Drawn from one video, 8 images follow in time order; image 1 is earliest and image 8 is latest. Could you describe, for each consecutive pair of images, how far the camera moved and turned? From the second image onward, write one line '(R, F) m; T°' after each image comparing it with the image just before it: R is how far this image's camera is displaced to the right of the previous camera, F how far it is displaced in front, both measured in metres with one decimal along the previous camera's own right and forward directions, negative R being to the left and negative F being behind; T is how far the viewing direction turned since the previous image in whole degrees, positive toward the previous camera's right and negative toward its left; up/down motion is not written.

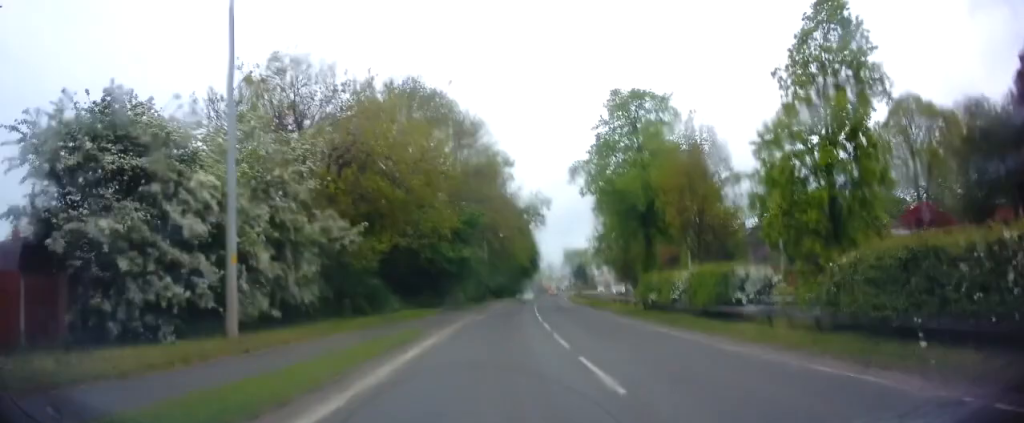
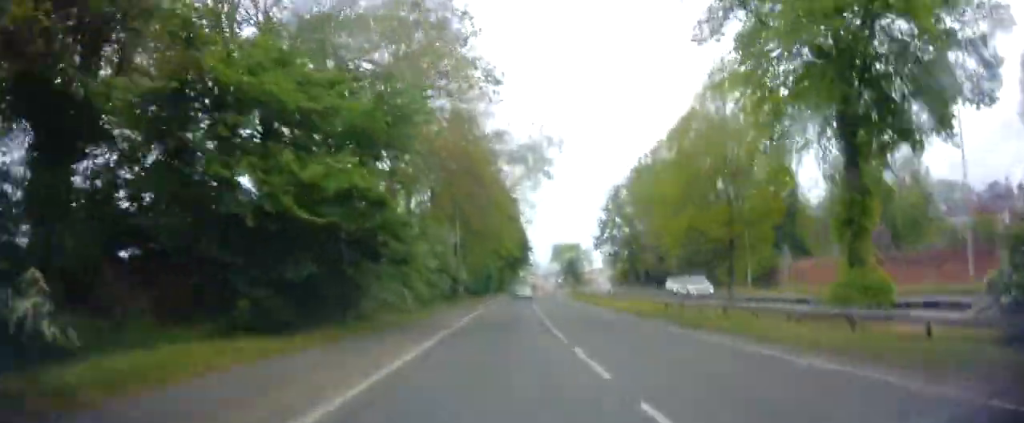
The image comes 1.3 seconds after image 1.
(+0.2, +22.9) m; +1°
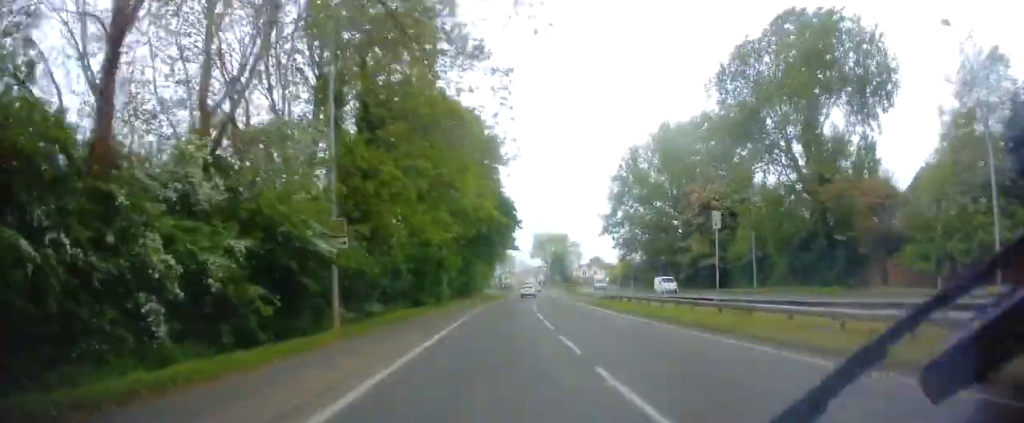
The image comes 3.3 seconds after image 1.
(+0.6, +33.0) m; +2°
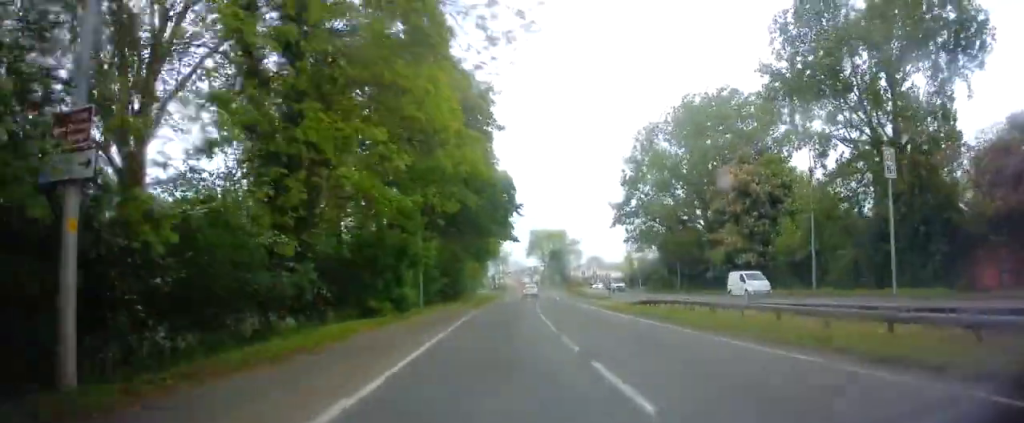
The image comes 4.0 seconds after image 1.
(+0.1, +11.4) m; +1°
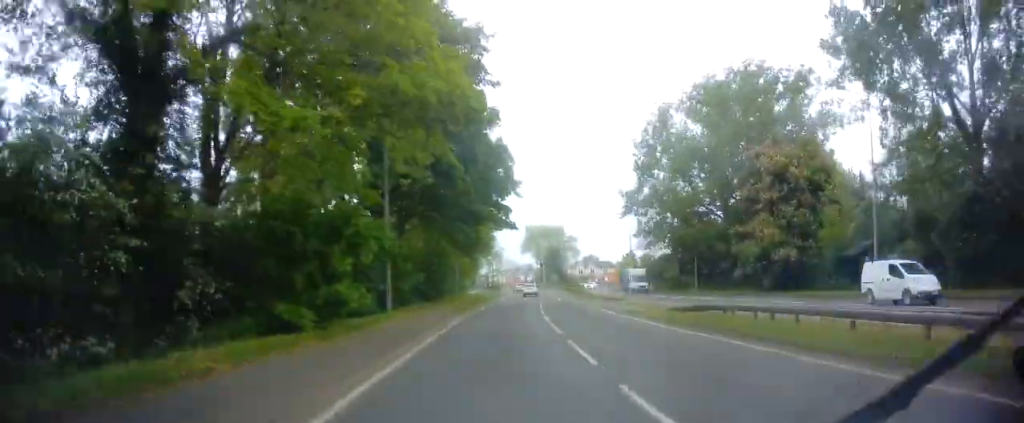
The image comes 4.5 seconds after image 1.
(+0.2, +8.3) m; 0°
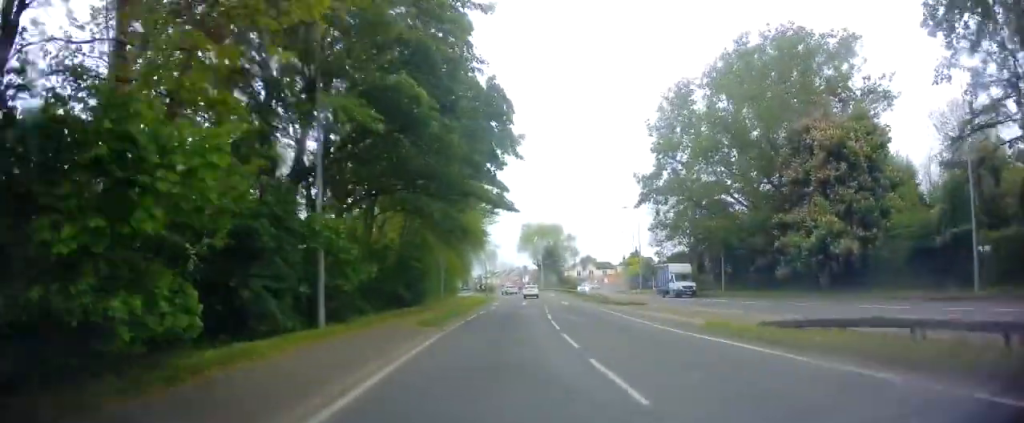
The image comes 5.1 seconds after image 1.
(+0.1, +9.2) m; 0°
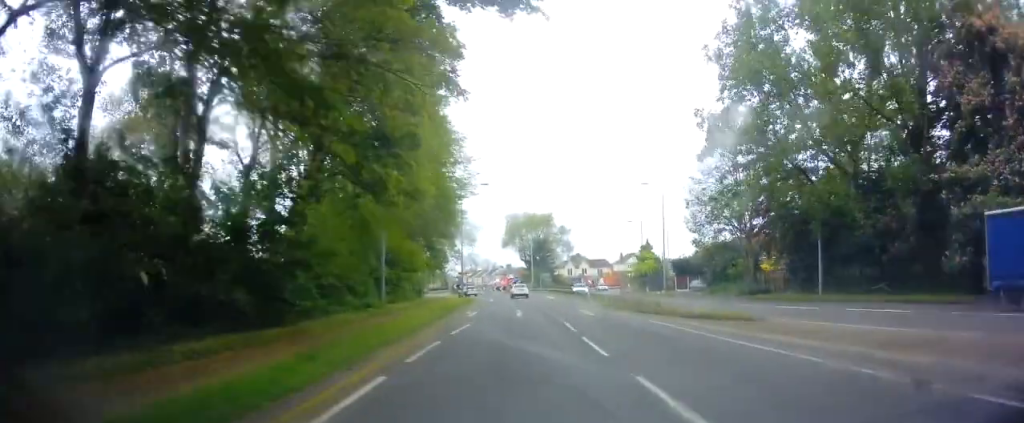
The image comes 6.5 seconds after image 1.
(0.0, +19.2) m; +2°
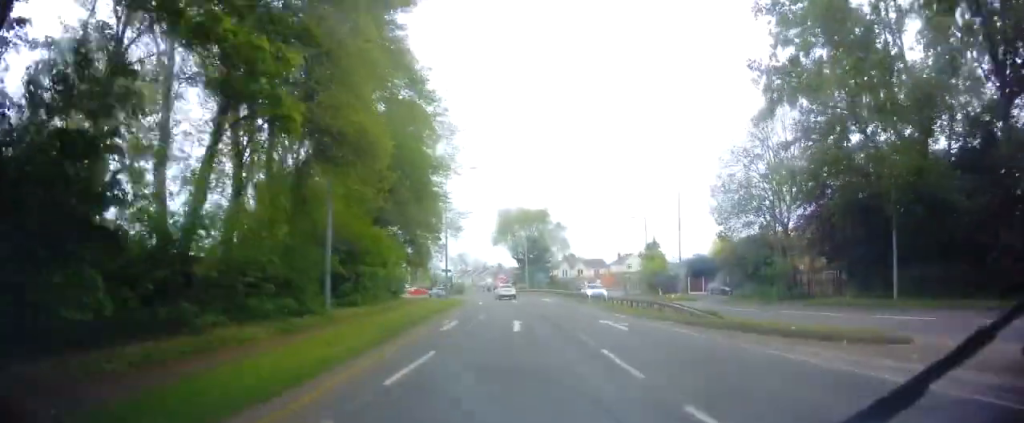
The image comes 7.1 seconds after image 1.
(0.0, +8.5) m; +2°
